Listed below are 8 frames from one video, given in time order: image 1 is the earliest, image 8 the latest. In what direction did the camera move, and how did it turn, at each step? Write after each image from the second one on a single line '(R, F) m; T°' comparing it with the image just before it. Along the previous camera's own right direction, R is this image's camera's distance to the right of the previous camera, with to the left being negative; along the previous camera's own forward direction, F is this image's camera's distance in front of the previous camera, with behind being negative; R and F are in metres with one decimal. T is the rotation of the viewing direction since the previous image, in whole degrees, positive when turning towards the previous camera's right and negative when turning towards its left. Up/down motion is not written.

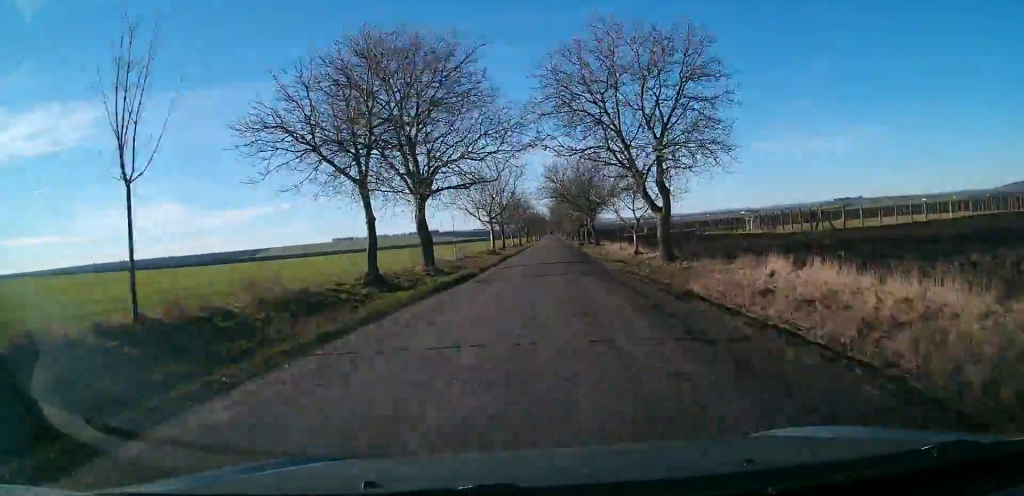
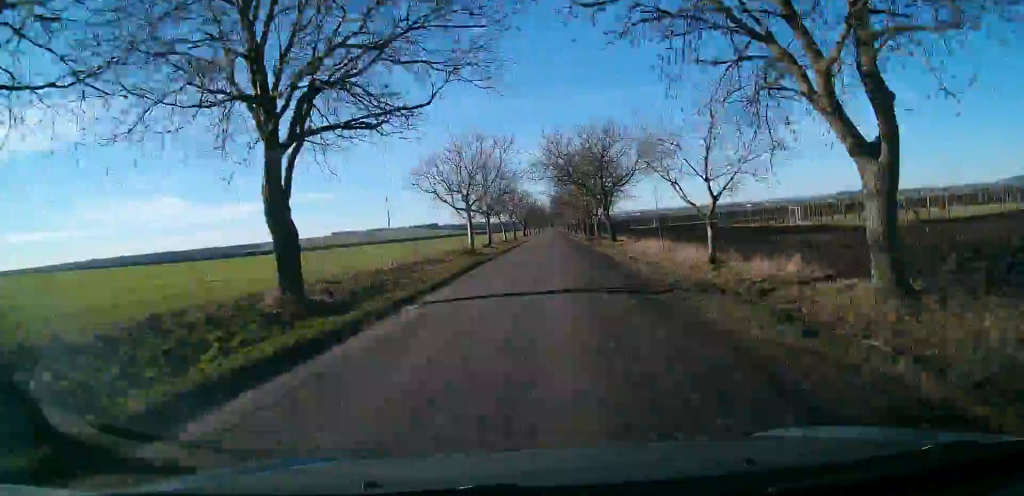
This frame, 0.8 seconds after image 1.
(0.0, +17.3) m; 0°
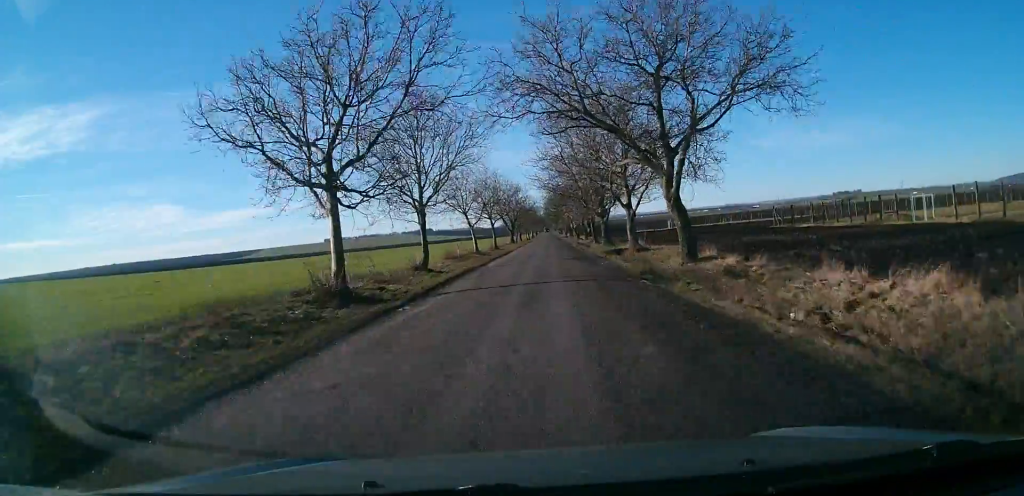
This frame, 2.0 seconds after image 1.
(-0.3, +28.3) m; -1°
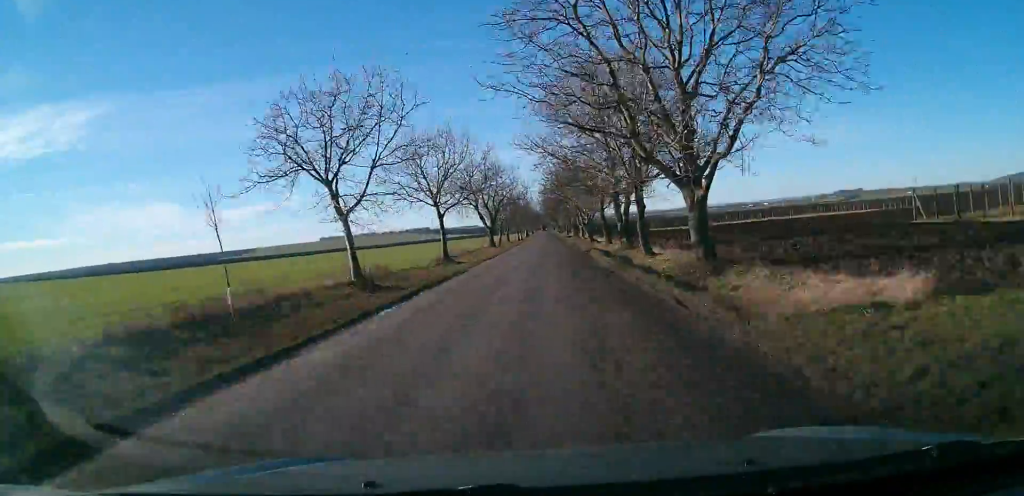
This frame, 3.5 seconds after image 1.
(+0.4, +33.4) m; +1°
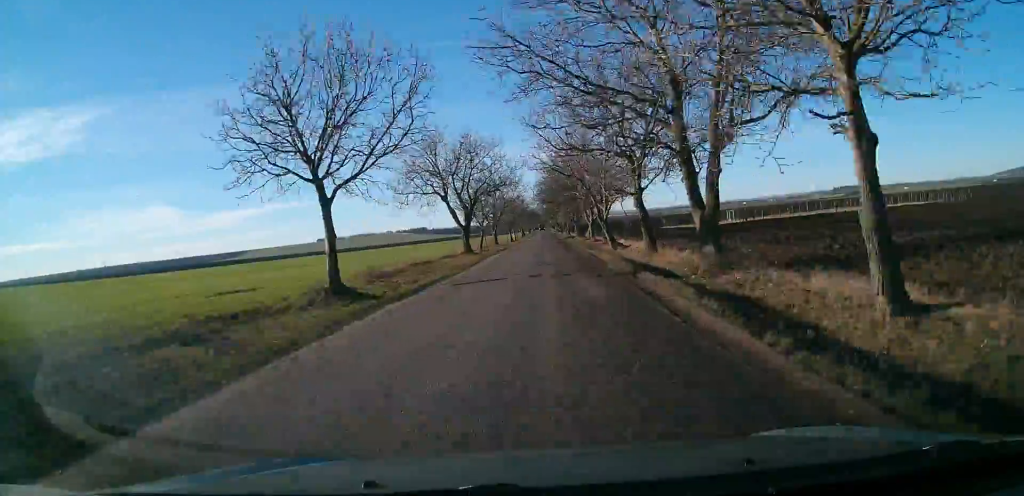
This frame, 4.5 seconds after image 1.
(-0.3, +20.6) m; -1°
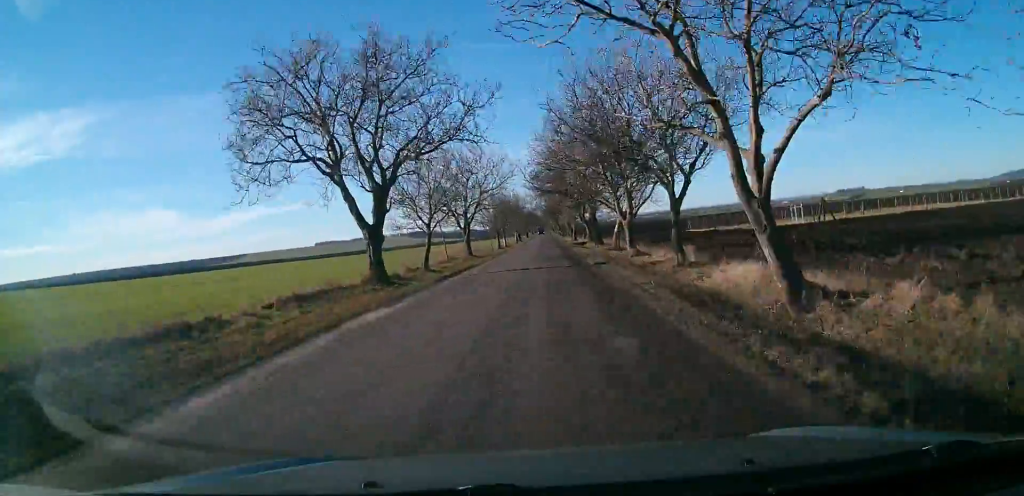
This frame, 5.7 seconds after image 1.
(0.0, +27.2) m; 0°
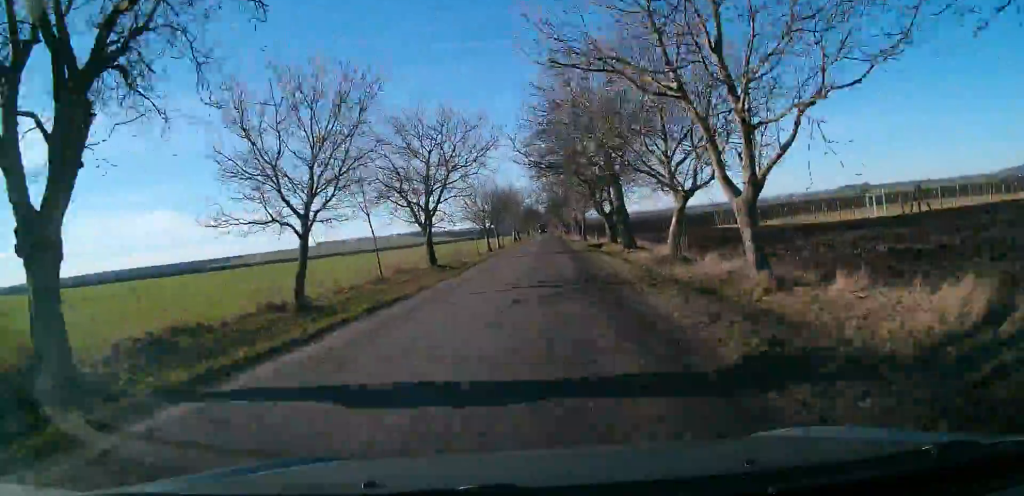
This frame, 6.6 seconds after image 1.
(0.0, +18.2) m; 0°
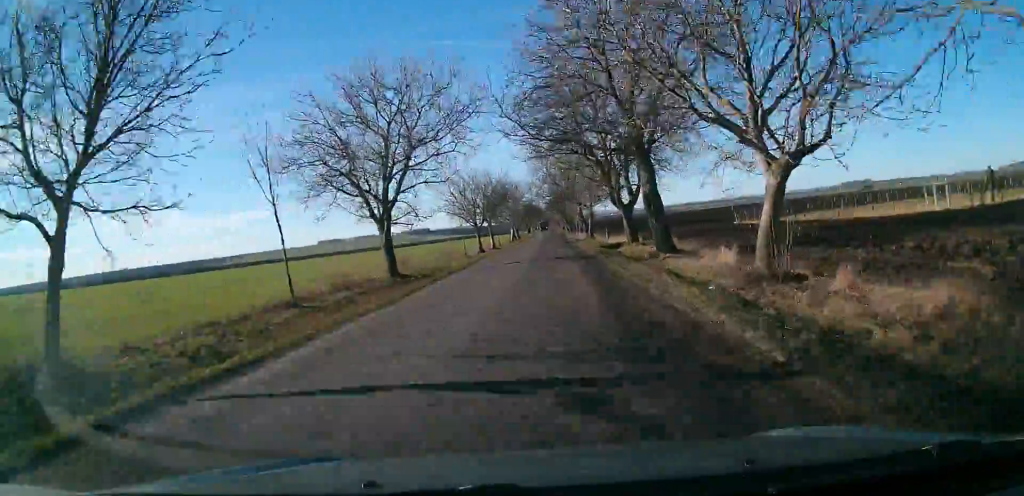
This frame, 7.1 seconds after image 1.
(0.0, +9.6) m; 0°
